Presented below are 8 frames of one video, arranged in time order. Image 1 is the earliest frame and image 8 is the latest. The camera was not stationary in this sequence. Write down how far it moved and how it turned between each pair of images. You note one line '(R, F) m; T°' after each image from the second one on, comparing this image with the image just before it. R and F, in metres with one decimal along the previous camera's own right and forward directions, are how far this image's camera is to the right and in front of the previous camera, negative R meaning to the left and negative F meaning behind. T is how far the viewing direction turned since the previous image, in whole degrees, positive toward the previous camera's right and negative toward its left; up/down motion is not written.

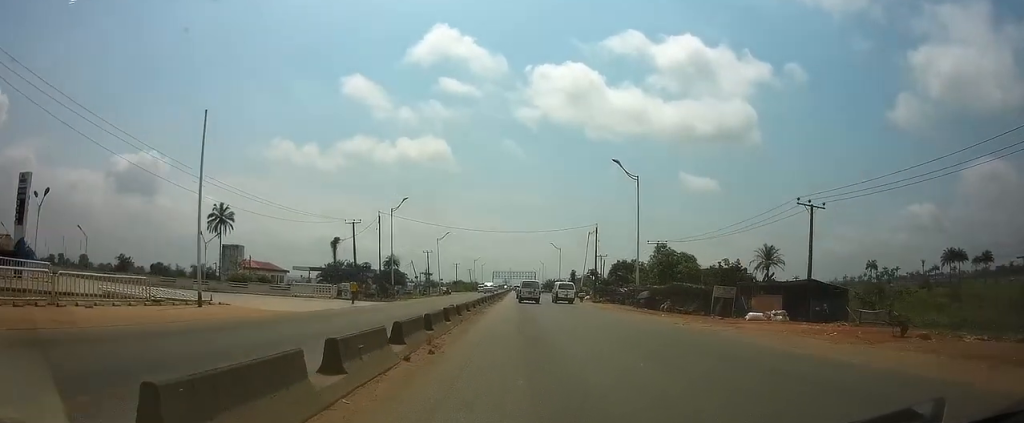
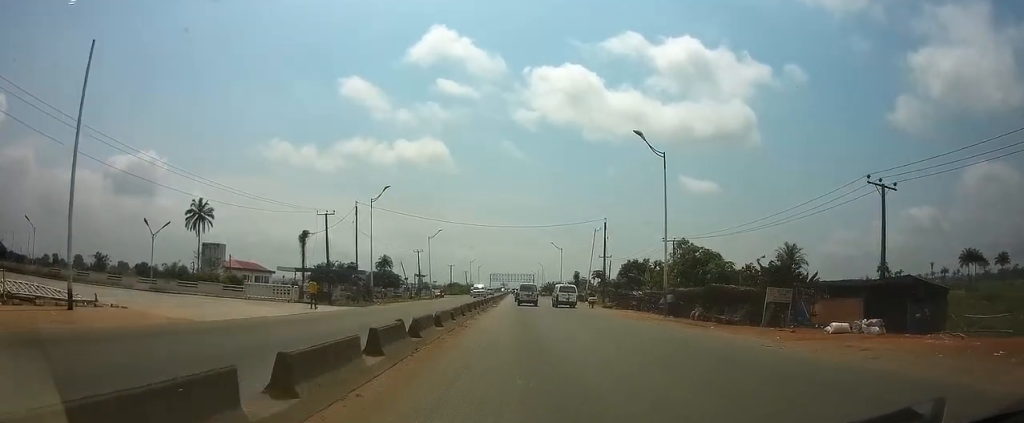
(+0.1, +8.4) m; 0°
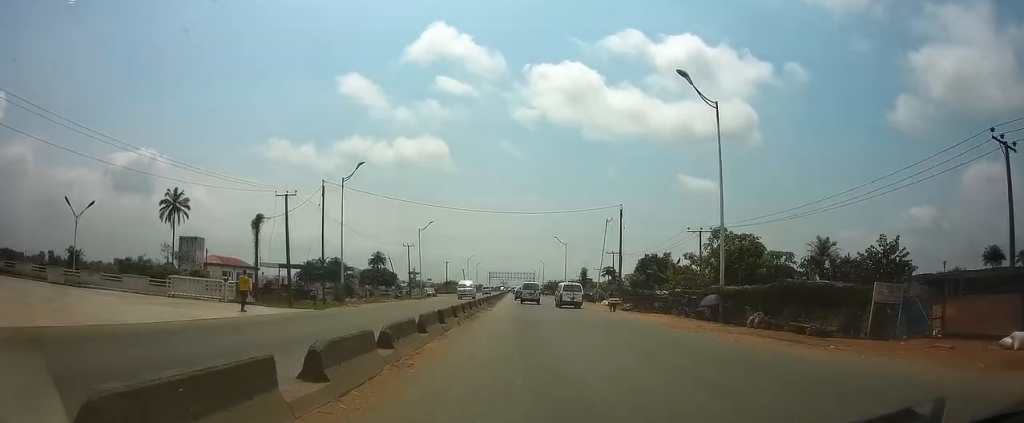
(+0.1, +9.8) m; 0°
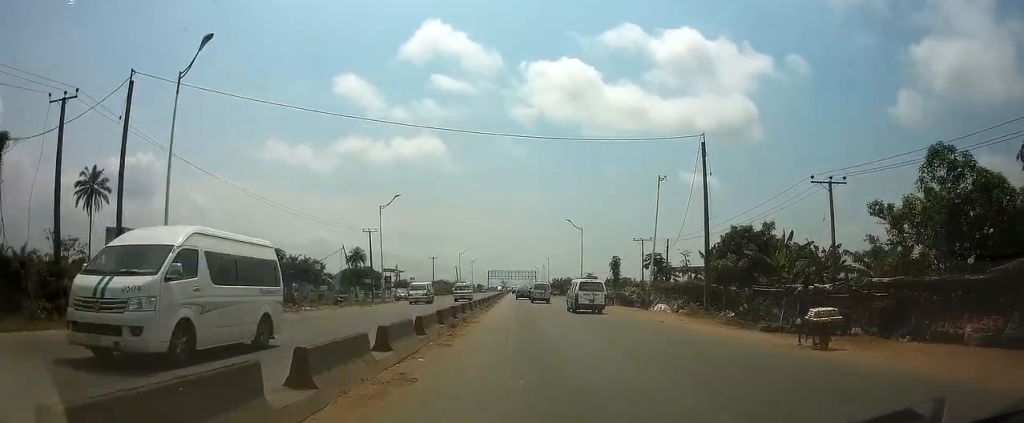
(-0.2, +25.7) m; 0°
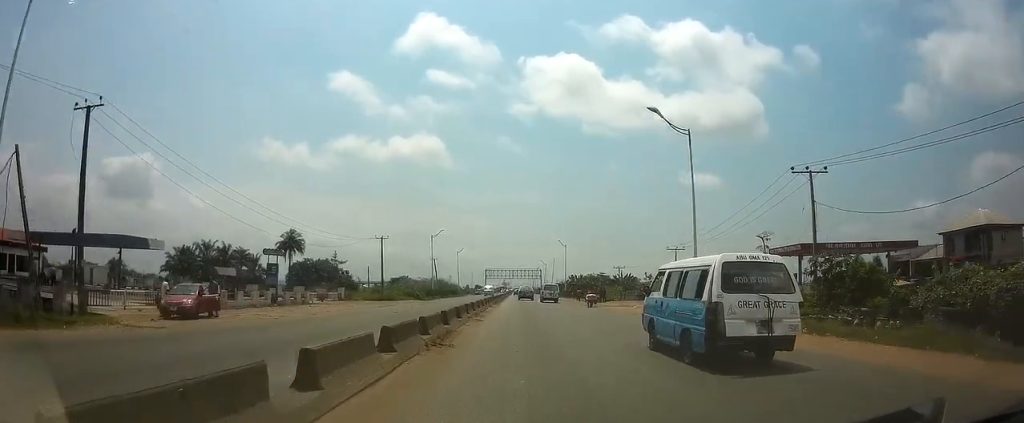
(+0.2, +50.4) m; 0°
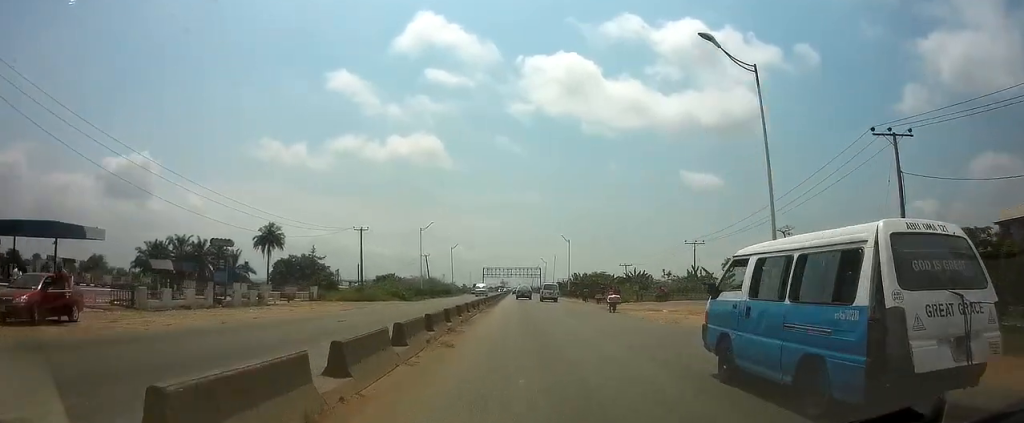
(-0.1, +10.3) m; 0°
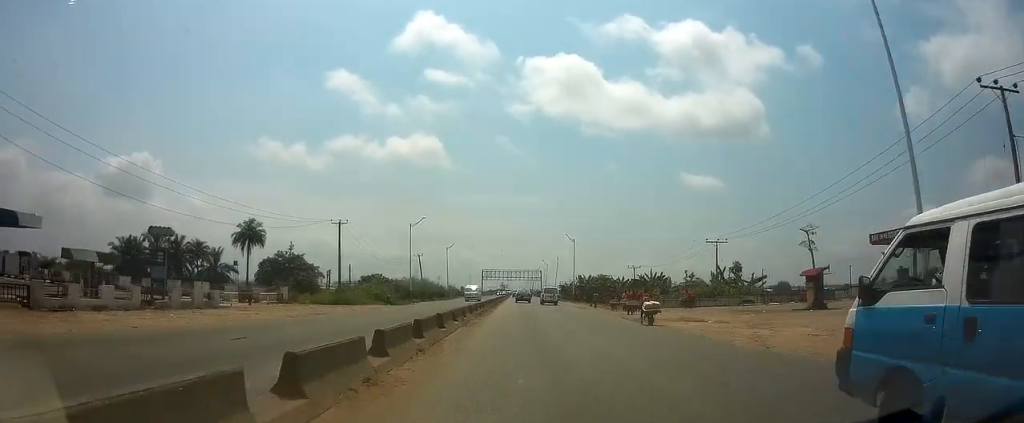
(0.0, +8.1) m; 0°
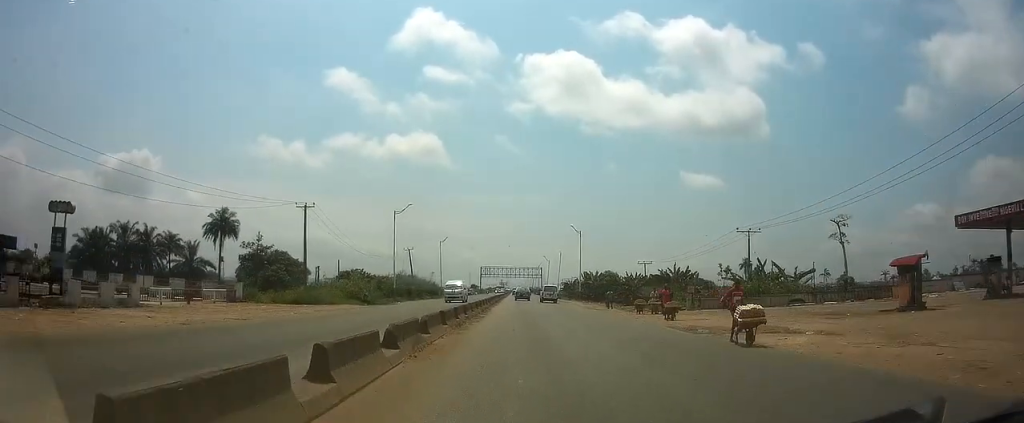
(0.0, +10.3) m; 0°
